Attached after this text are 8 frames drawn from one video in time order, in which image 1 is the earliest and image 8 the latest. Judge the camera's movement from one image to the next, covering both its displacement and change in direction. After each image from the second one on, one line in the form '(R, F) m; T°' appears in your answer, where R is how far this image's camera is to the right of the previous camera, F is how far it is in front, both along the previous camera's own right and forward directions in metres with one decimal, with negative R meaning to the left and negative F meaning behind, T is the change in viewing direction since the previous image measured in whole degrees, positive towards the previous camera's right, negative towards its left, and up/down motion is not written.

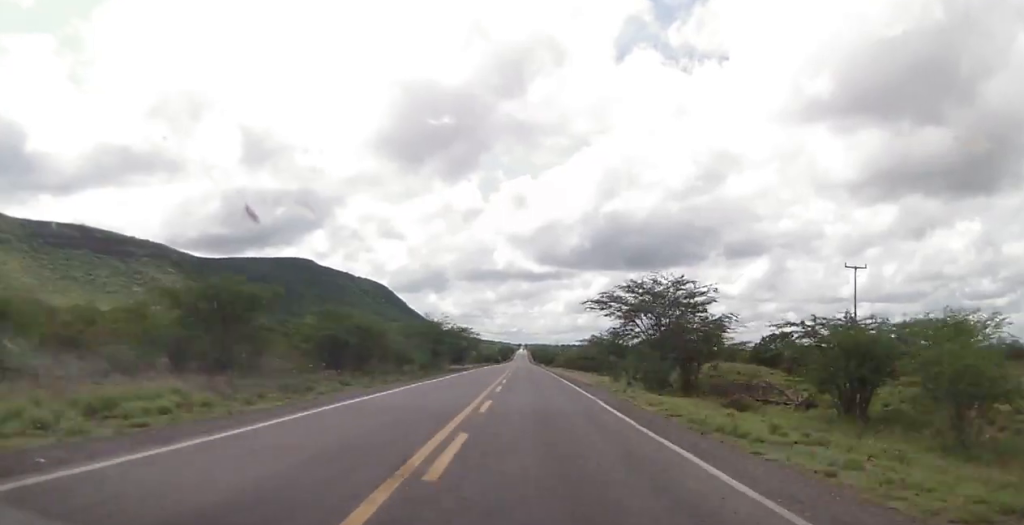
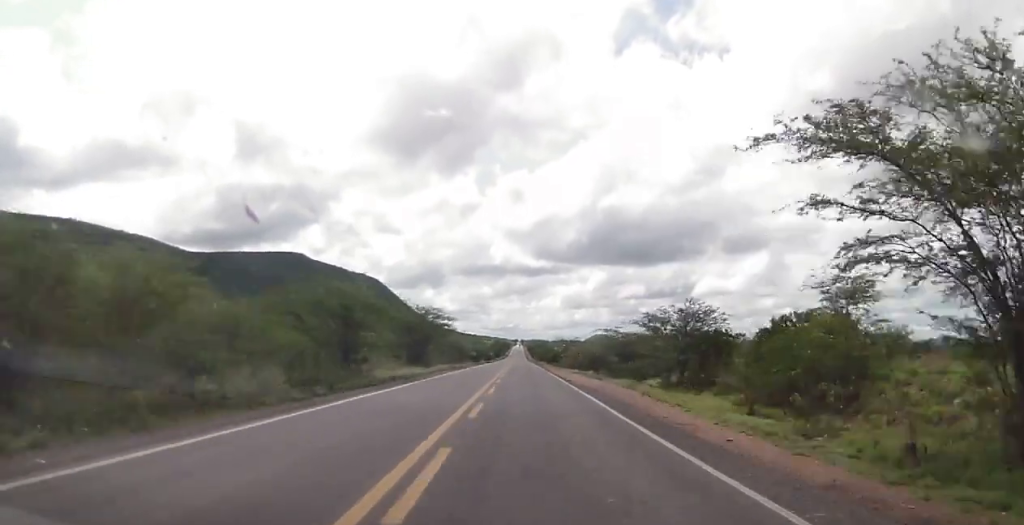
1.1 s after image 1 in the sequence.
(-0.7, +33.0) m; +2°
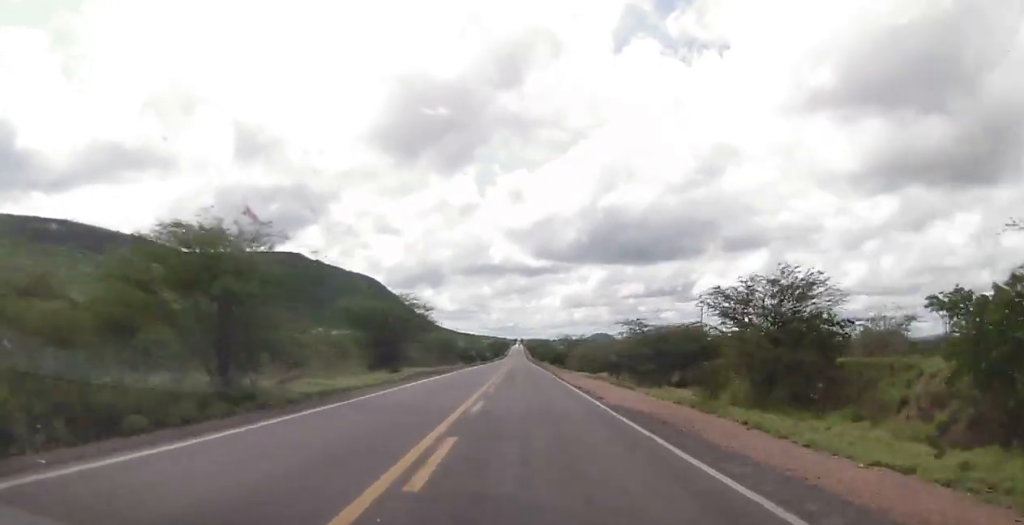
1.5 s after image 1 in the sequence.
(+0.4, +14.6) m; +1°
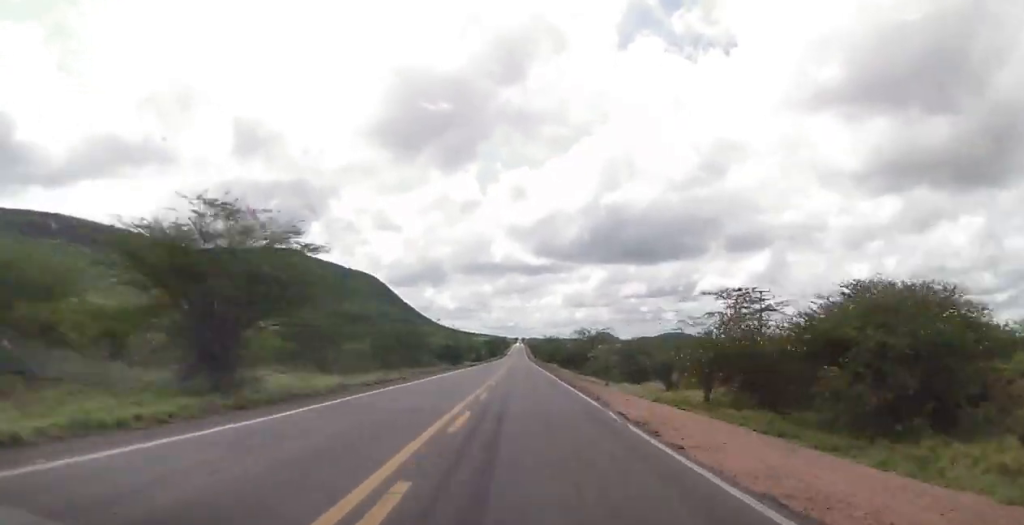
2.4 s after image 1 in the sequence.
(+1.4, +27.2) m; +1°
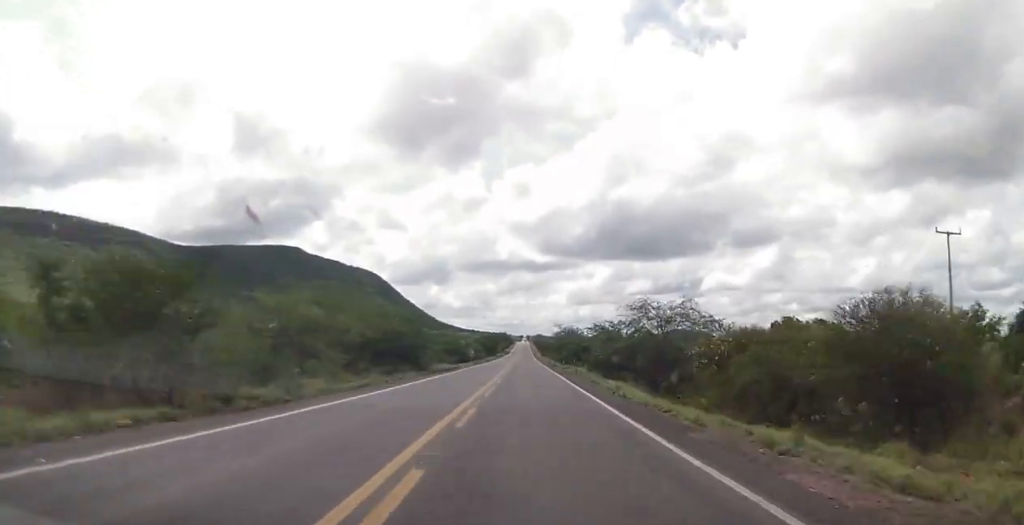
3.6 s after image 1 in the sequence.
(-1.3, +39.2) m; -2°
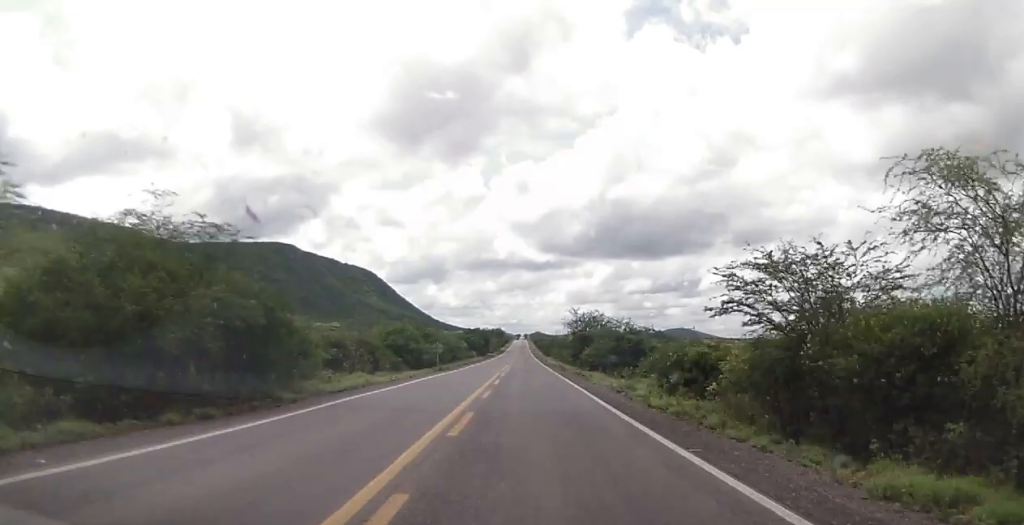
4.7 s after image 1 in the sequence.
(0.0, +33.2) m; 0°
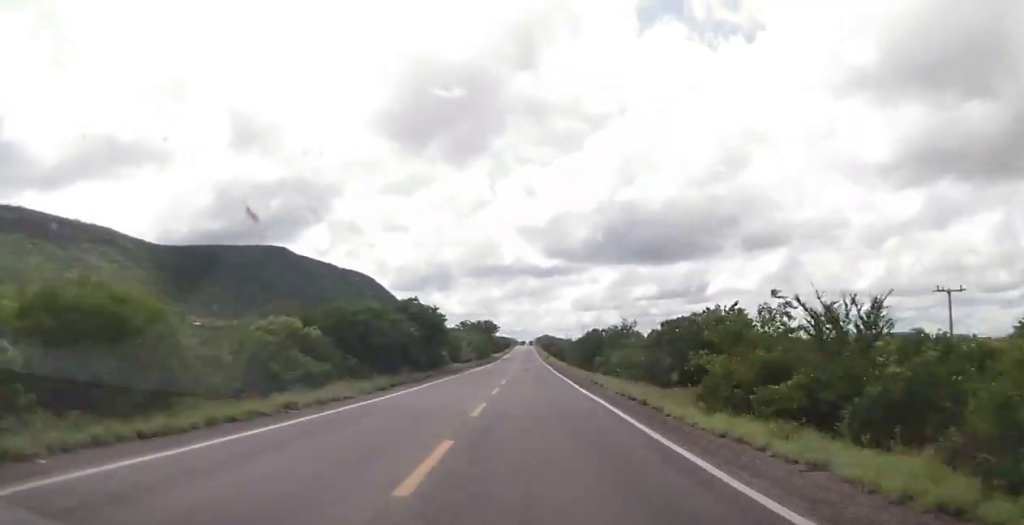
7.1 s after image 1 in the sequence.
(-1.0, +78.6) m; 0°
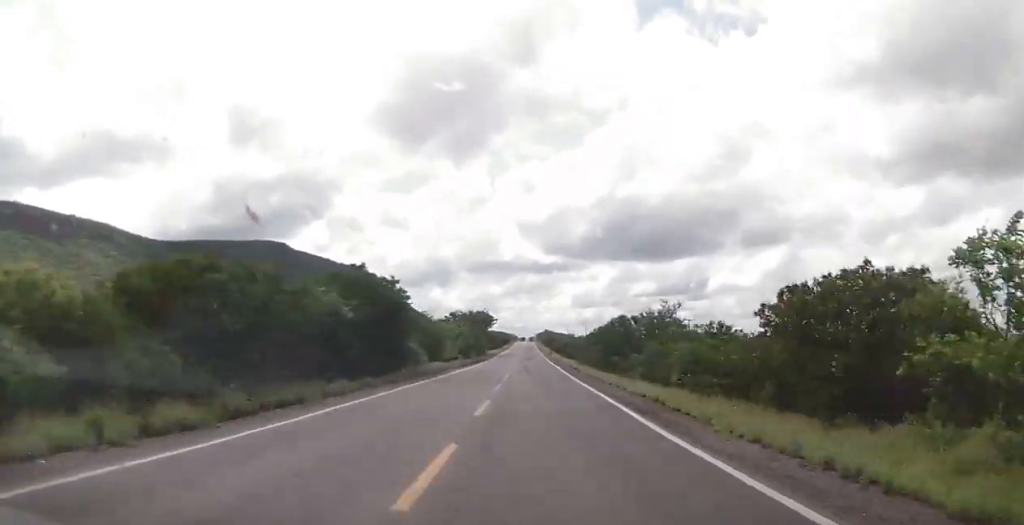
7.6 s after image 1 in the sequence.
(+0.2, +17.2) m; 0°
